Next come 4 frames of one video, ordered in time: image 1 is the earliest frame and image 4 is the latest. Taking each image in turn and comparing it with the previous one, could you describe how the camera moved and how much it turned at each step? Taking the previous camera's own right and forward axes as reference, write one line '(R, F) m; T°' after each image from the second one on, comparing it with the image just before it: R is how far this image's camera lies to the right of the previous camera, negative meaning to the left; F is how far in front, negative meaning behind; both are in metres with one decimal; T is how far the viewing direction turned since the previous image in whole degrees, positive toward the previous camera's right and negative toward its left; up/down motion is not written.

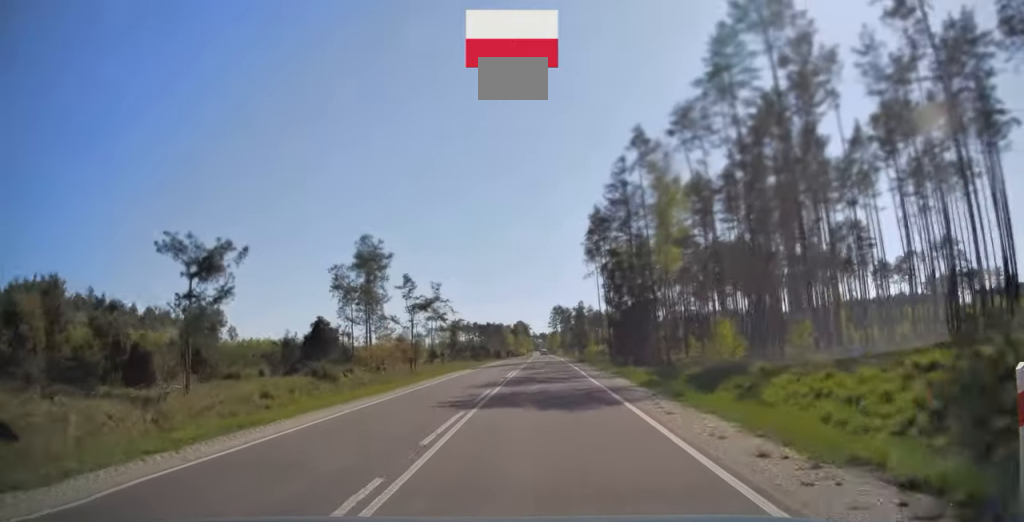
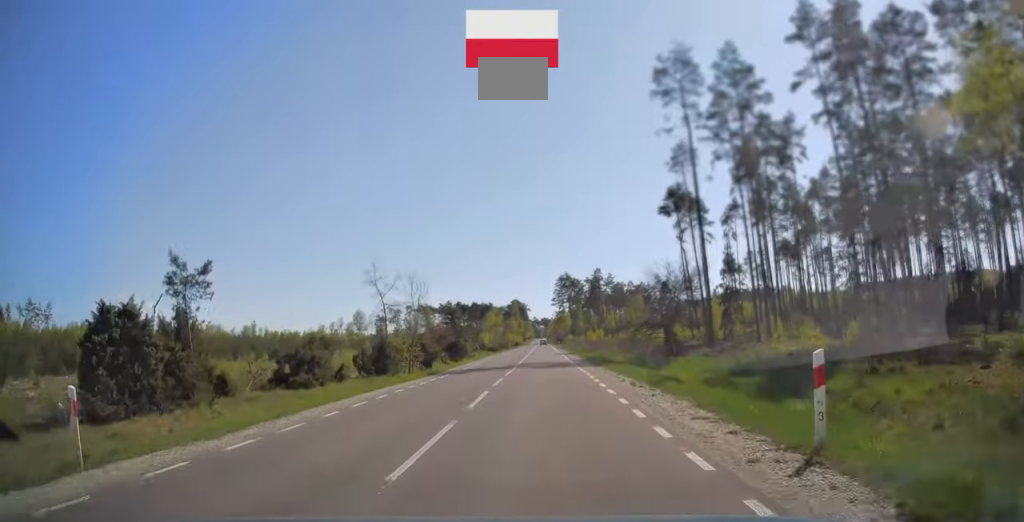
(0.0, +96.7) m; 0°
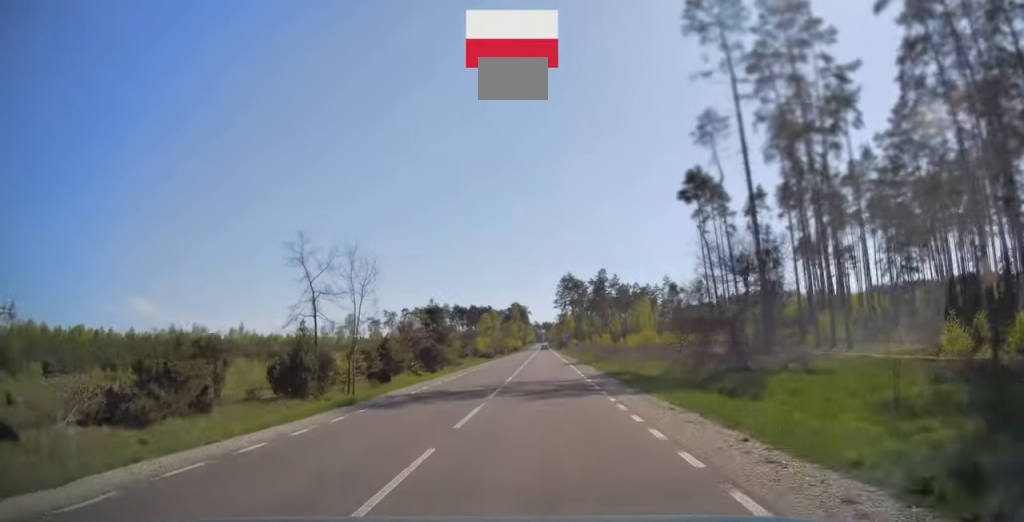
(0.0, +13.3) m; 0°
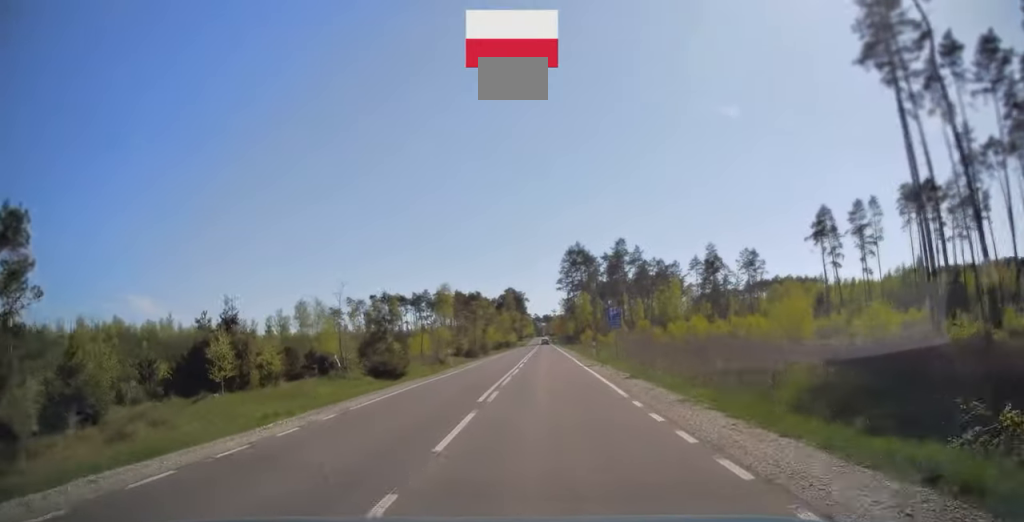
(0.0, +55.7) m; 0°
